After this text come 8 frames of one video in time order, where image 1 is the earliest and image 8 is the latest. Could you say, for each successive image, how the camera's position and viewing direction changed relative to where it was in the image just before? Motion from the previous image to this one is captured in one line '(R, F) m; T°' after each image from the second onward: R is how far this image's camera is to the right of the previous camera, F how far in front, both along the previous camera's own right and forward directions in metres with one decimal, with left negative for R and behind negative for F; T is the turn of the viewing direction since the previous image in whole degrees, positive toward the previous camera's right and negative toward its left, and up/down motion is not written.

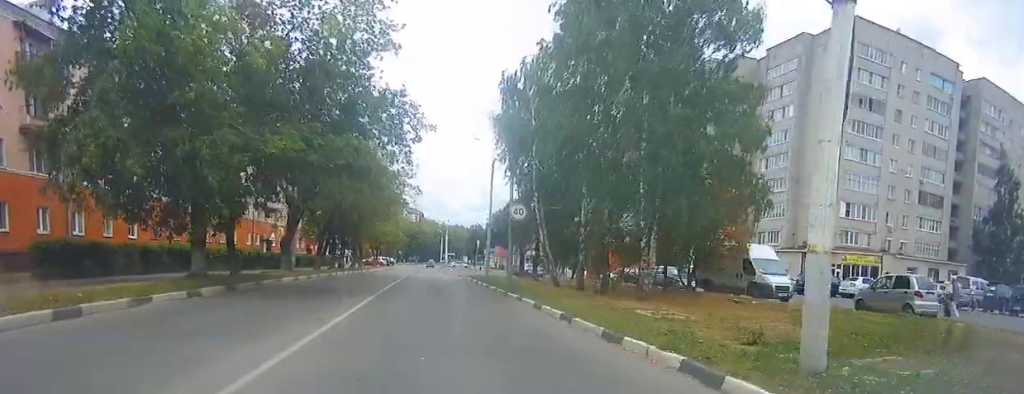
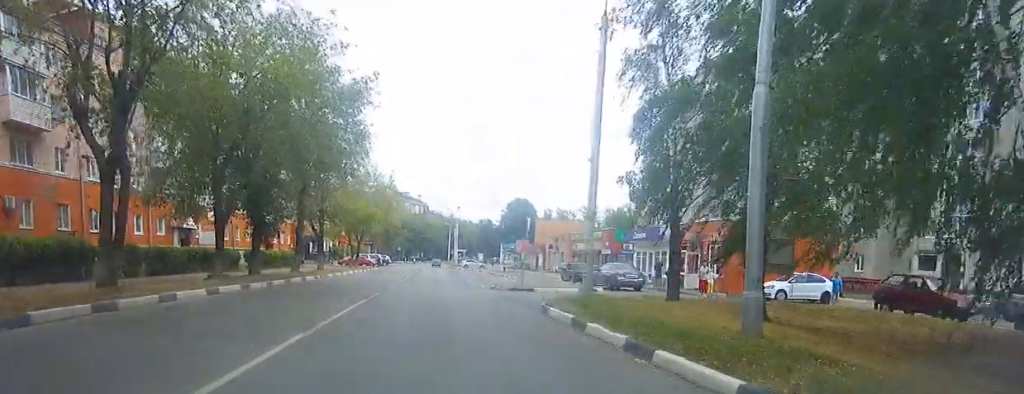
(+1.9, +26.2) m; +5°
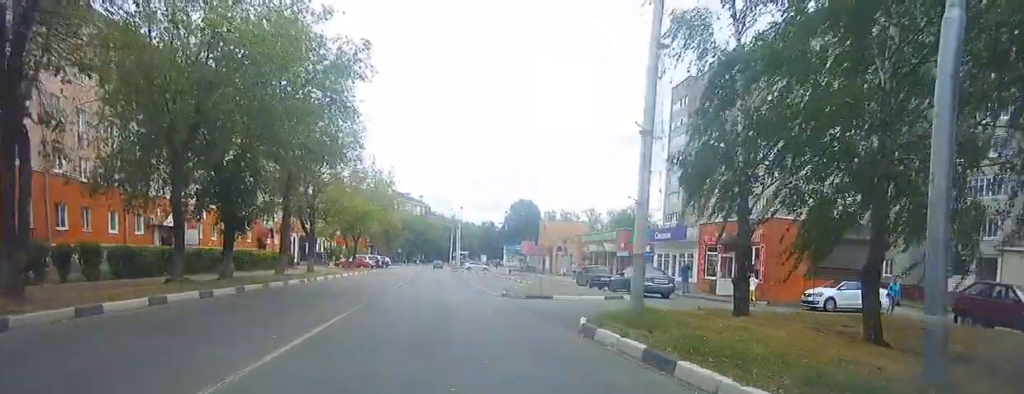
(0.0, +3.8) m; 0°
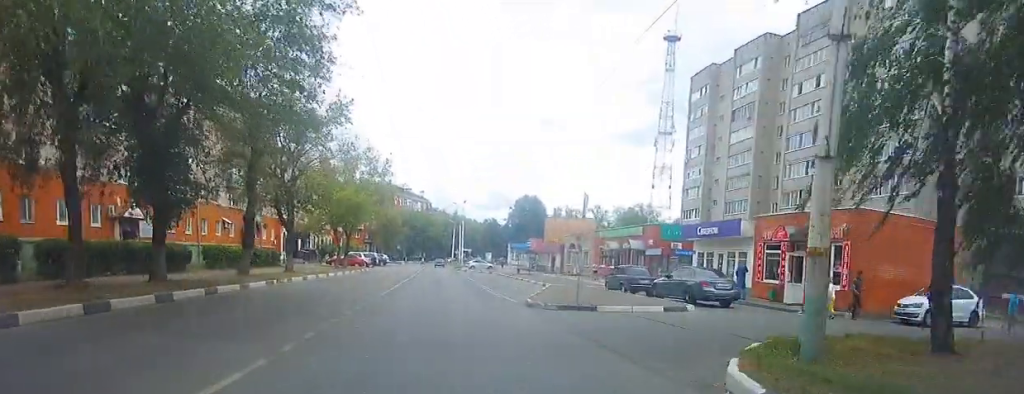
(0.0, +6.0) m; 0°
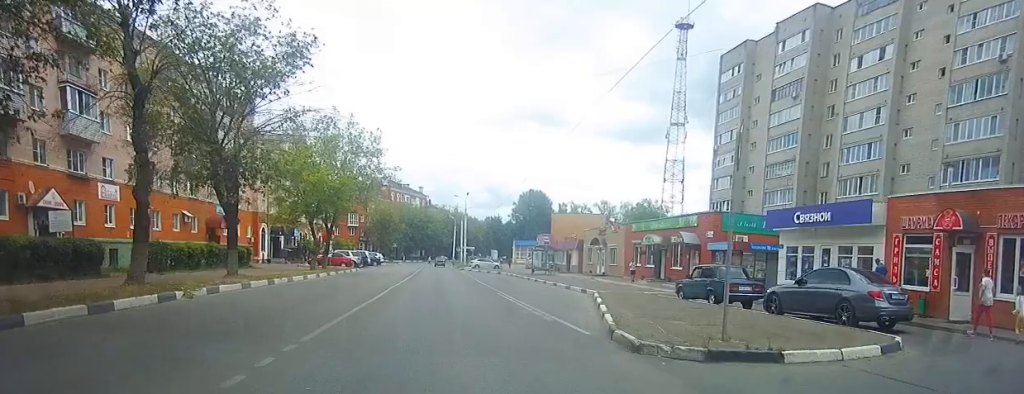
(0.0, +9.1) m; 0°
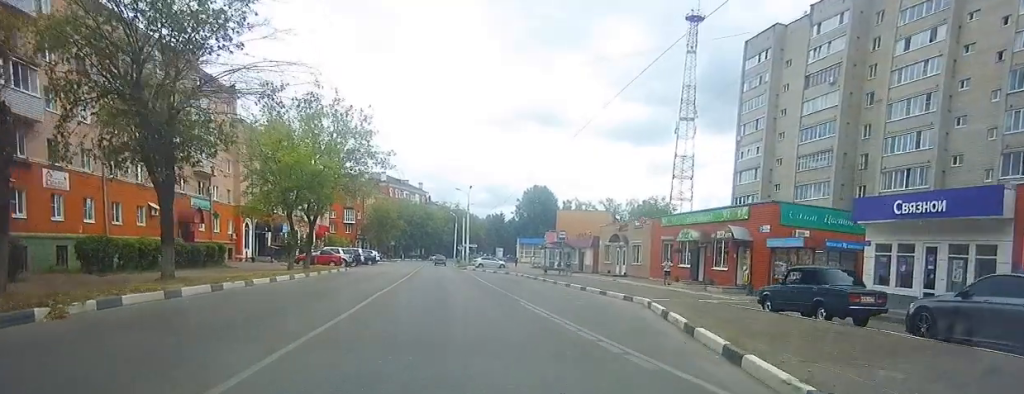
(+0.1, +5.8) m; 0°
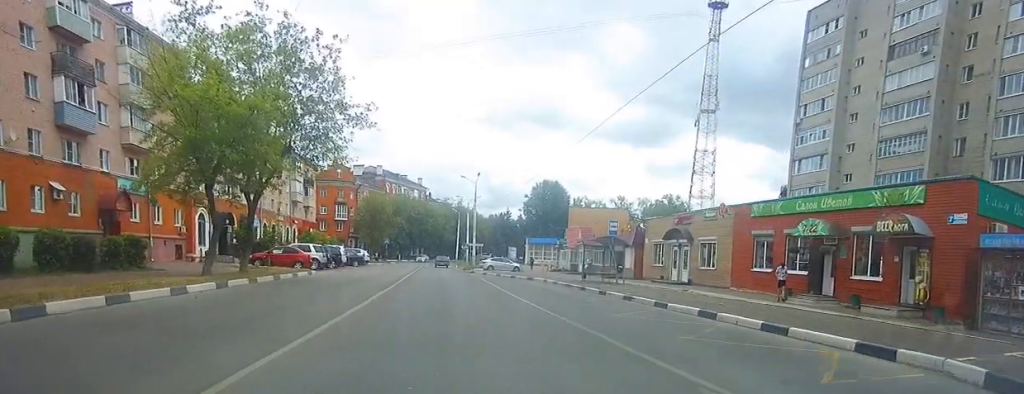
(-0.3, +11.9) m; -2°
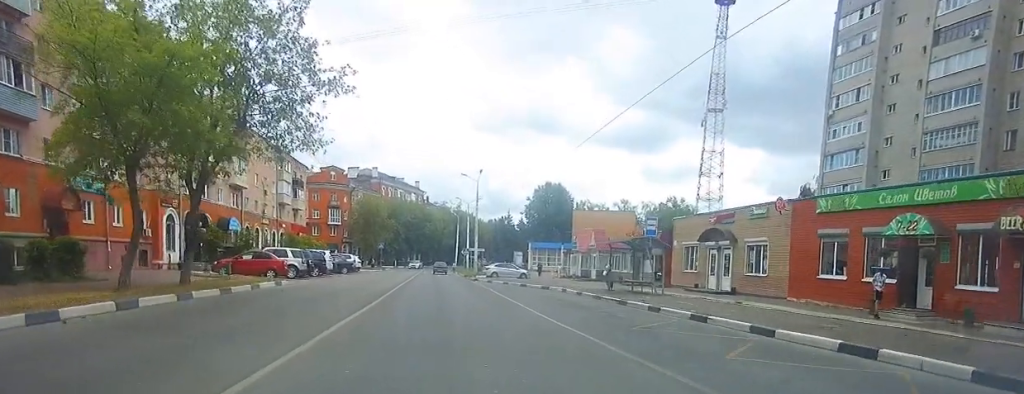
(-0.1, +5.8) m; 0°
